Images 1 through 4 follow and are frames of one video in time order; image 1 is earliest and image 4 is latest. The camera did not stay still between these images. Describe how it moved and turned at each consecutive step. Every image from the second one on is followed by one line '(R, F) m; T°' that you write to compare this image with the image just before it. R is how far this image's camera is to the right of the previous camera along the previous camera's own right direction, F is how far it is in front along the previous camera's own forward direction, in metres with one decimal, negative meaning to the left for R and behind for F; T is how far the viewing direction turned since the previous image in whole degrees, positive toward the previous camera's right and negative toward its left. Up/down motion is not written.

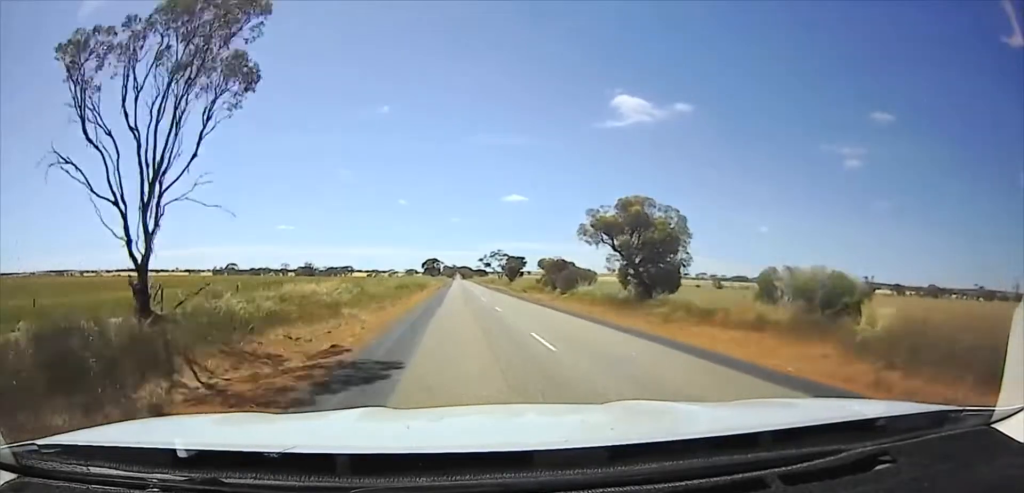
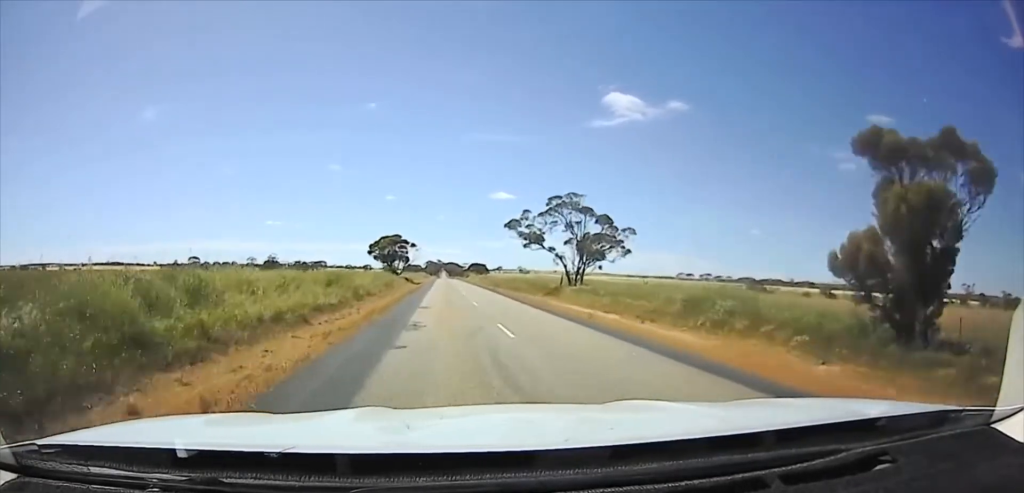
(0.0, +108.4) m; 0°
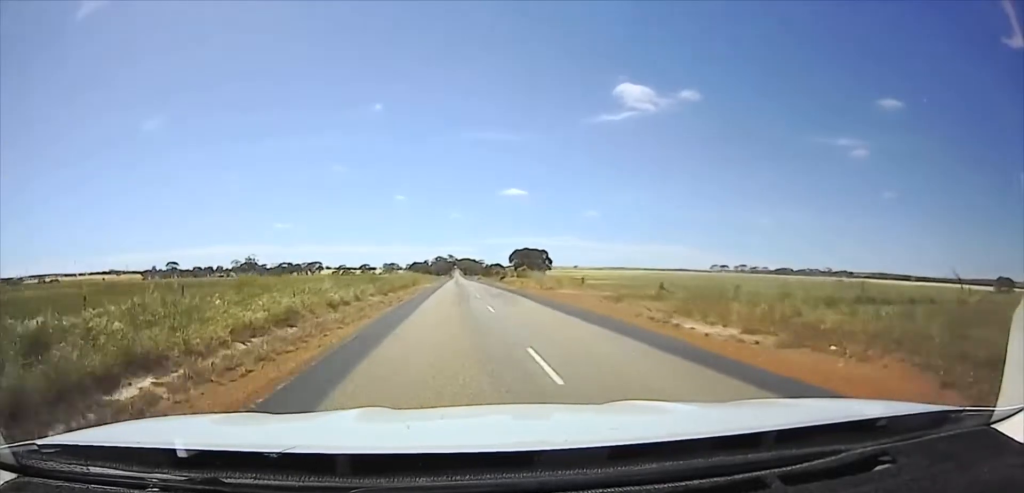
(-0.7, +101.5) m; 0°
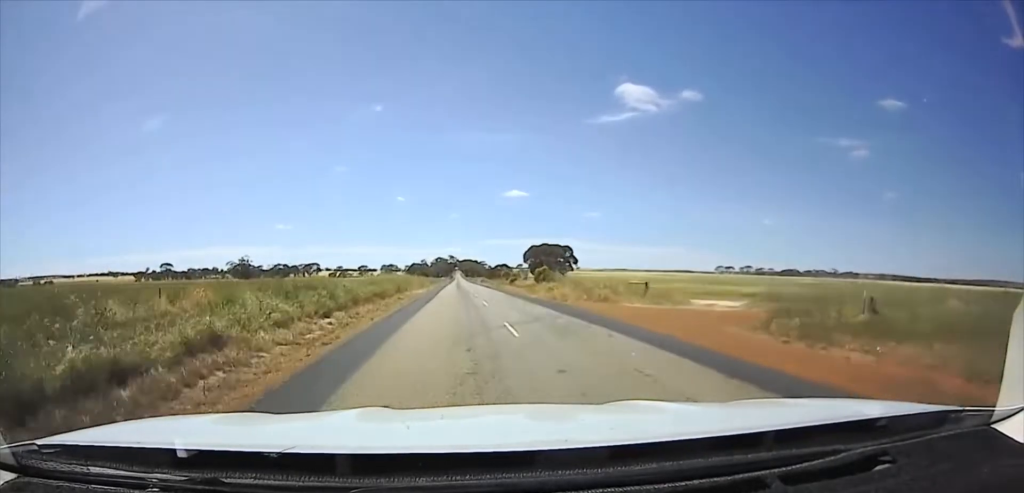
(0.0, +18.4) m; 0°
